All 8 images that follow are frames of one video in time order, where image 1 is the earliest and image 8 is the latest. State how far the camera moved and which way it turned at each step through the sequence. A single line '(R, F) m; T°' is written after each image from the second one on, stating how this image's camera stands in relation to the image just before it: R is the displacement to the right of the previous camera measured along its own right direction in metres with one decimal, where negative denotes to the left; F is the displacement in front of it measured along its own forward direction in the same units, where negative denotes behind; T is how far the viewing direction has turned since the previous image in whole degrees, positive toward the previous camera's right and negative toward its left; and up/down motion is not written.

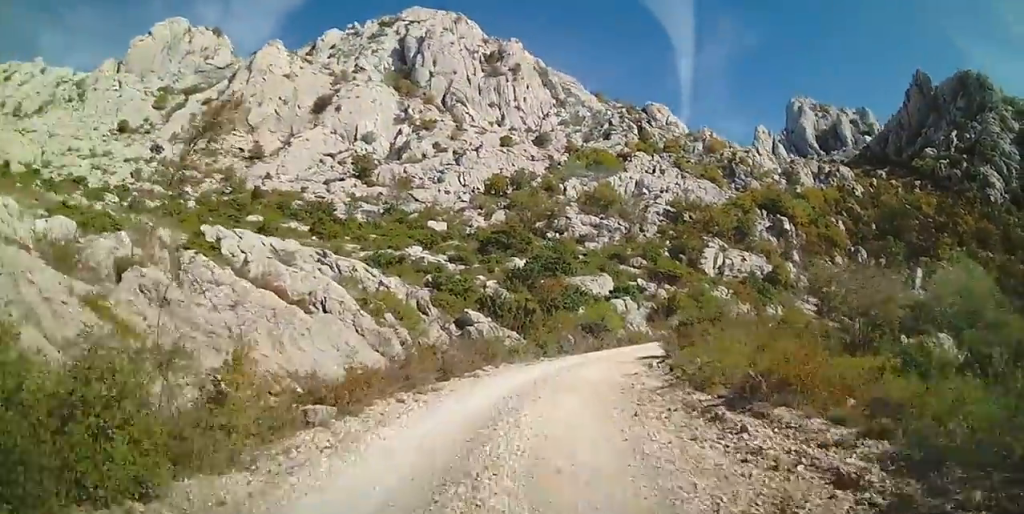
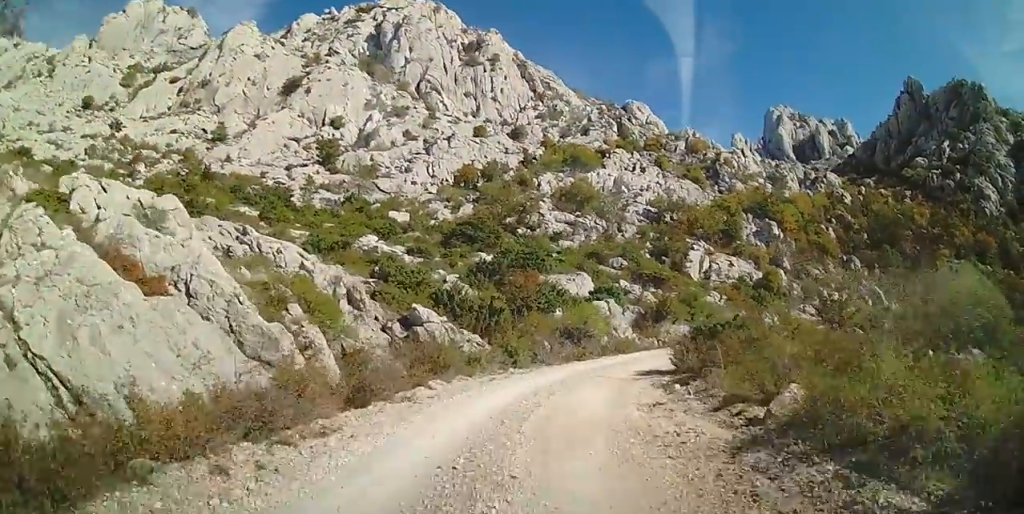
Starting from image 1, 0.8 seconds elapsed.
(+0.4, +5.2) m; +7°
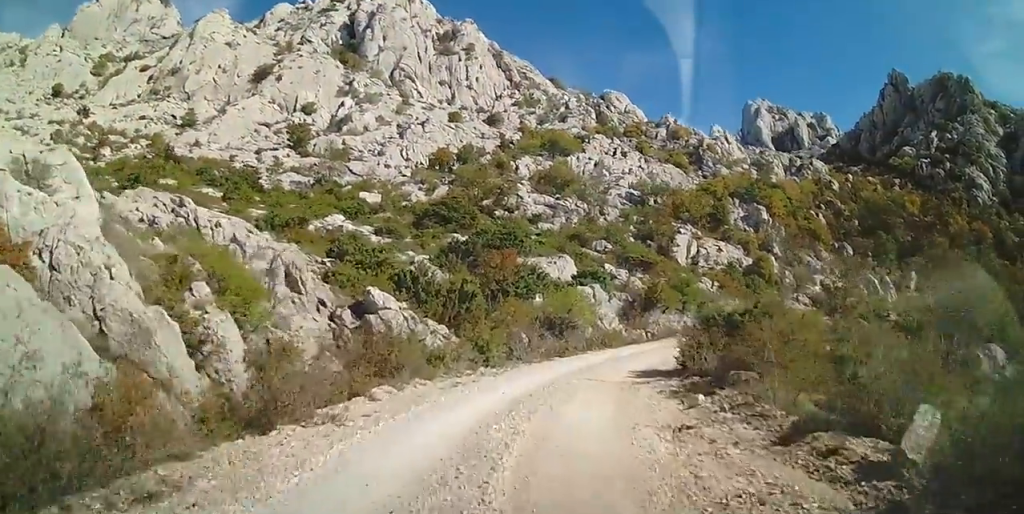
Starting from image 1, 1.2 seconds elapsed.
(+0.1, +3.0) m; +4°
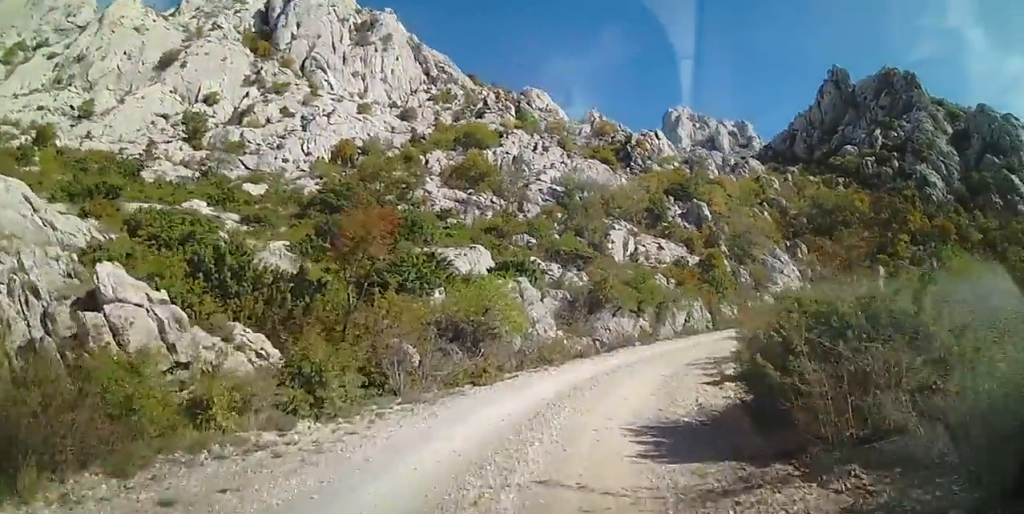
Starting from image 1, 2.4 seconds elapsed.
(+0.6, +8.4) m; +8°
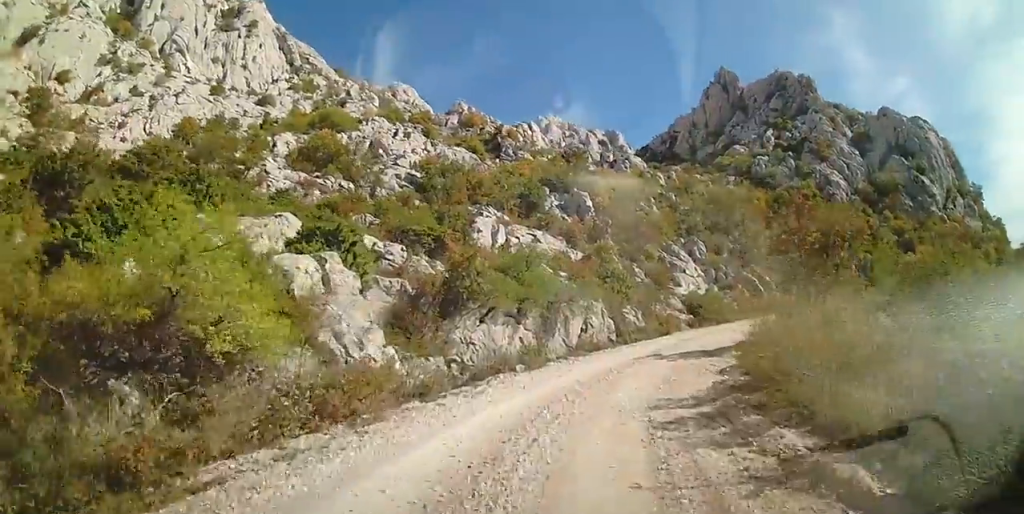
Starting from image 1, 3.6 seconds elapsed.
(+0.7, +8.5) m; +12°
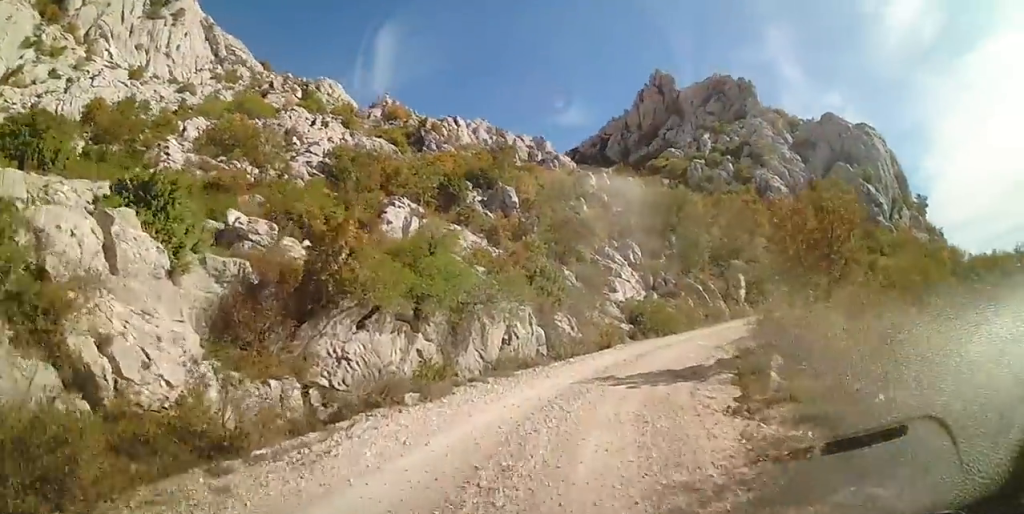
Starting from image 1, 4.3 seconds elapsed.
(+0.3, +4.6) m; +7°
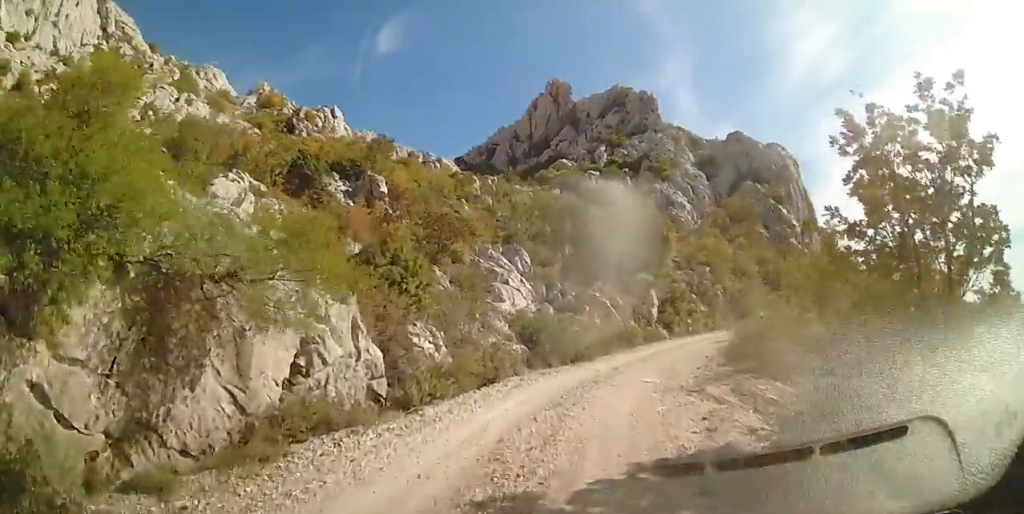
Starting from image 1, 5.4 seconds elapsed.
(+0.7, +7.7) m; +12°
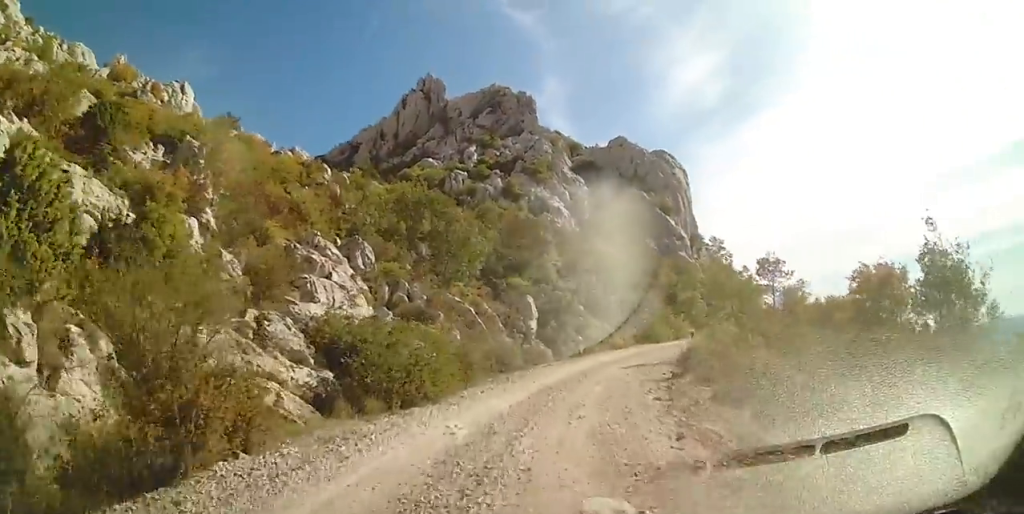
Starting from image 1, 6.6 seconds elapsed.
(+1.2, +8.5) m; +14°
